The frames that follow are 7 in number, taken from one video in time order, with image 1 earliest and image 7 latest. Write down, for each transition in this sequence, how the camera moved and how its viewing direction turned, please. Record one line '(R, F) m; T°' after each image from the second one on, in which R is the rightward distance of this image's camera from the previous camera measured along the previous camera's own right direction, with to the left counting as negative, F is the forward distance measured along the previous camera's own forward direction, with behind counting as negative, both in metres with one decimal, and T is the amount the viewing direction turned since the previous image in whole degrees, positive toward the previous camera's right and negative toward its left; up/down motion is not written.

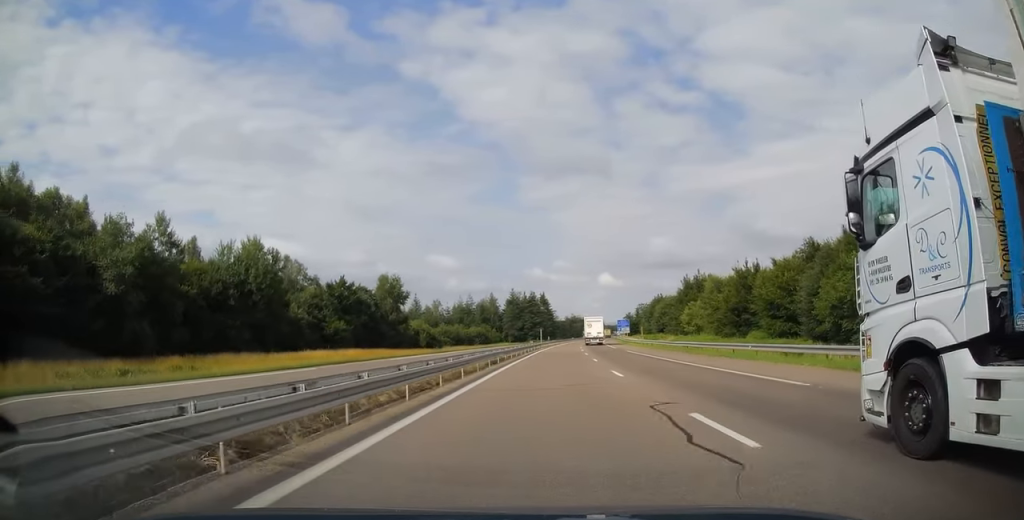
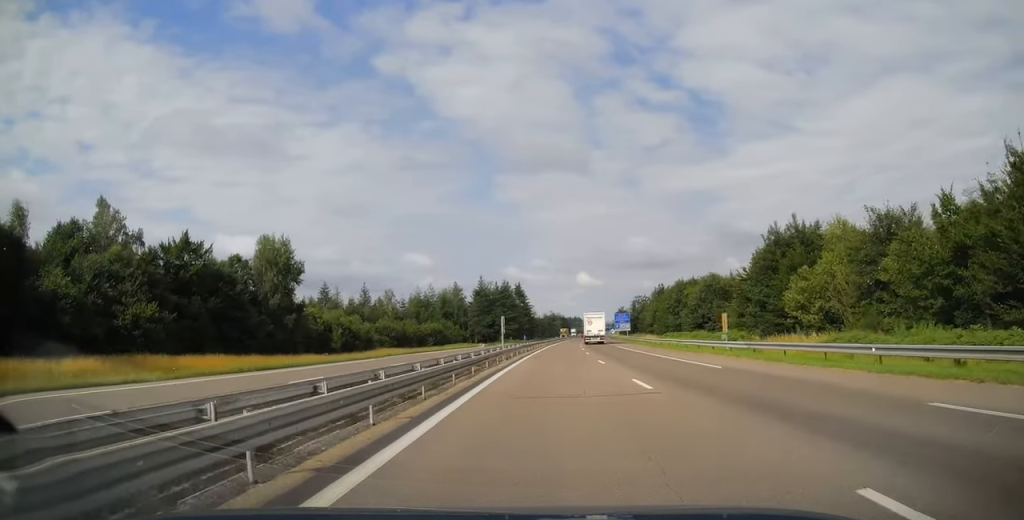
(+0.8, +44.6) m; +2°
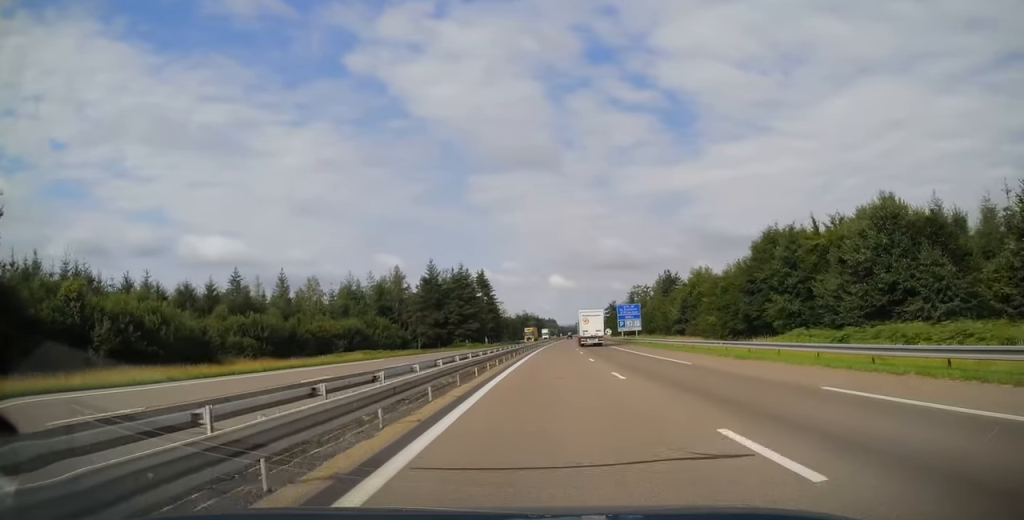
(+1.1, +48.6) m; +2°
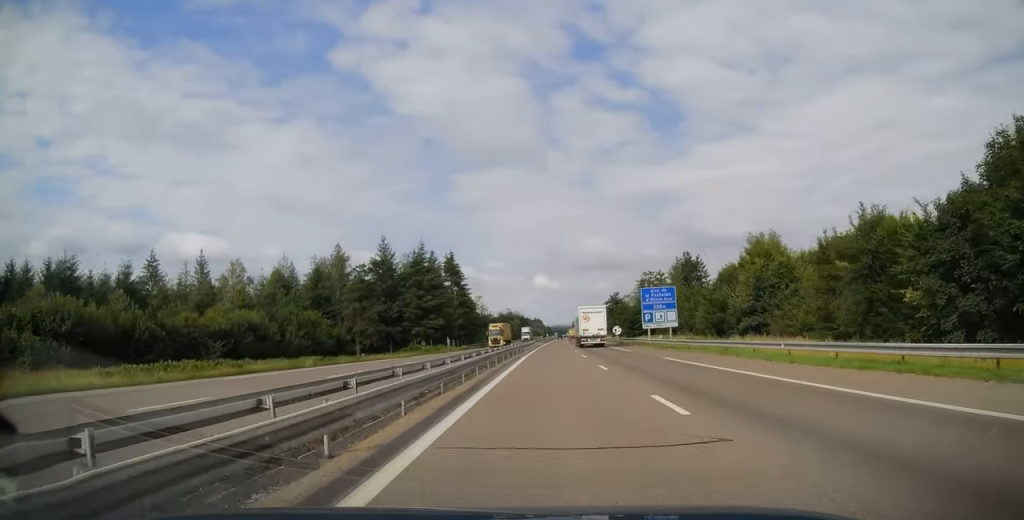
(+0.2, +34.6) m; +1°
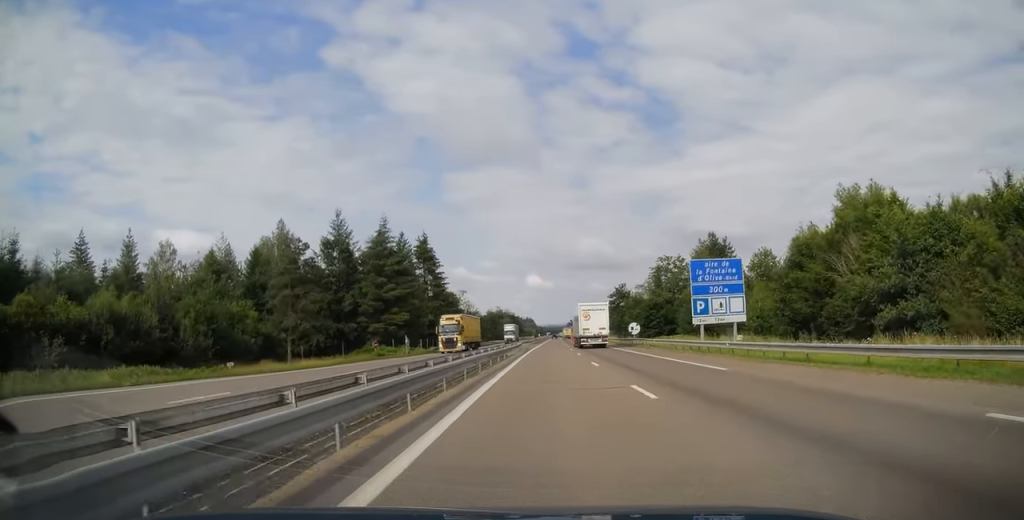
(+0.3, +23.4) m; +1°
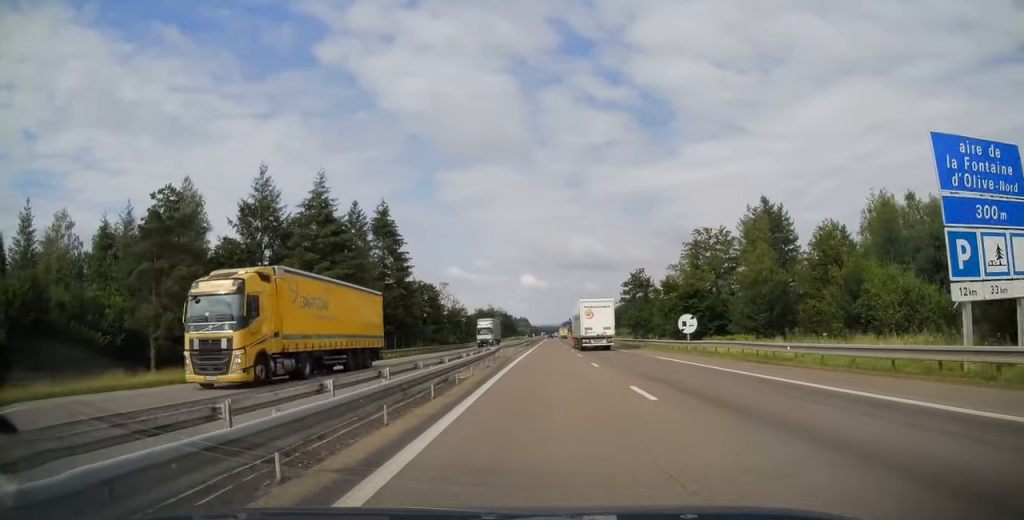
(+0.1, +26.3) m; 0°
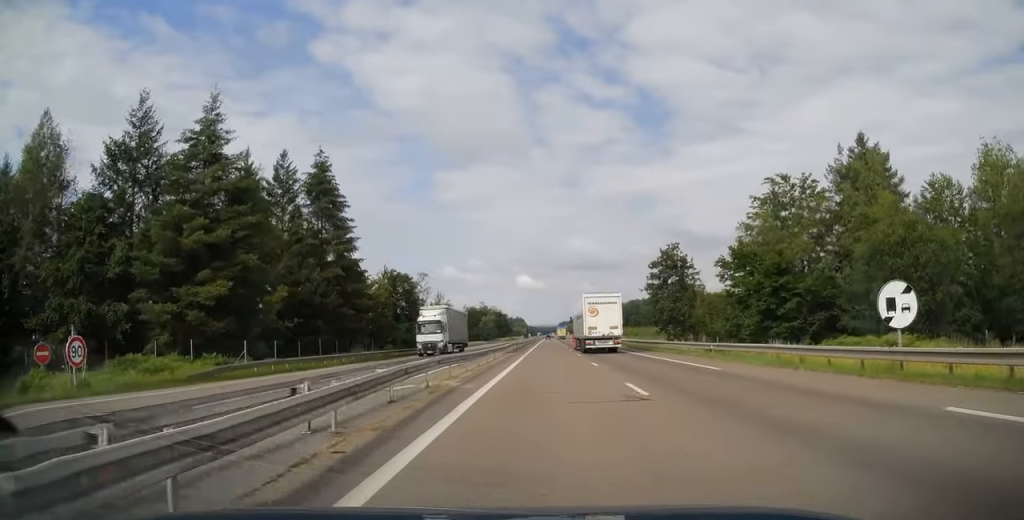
(0.0, +24.8) m; 0°
